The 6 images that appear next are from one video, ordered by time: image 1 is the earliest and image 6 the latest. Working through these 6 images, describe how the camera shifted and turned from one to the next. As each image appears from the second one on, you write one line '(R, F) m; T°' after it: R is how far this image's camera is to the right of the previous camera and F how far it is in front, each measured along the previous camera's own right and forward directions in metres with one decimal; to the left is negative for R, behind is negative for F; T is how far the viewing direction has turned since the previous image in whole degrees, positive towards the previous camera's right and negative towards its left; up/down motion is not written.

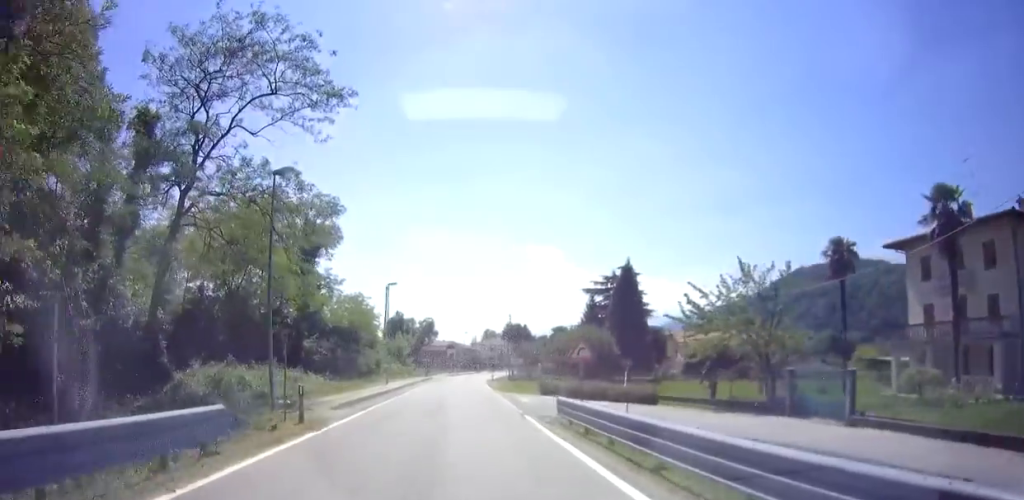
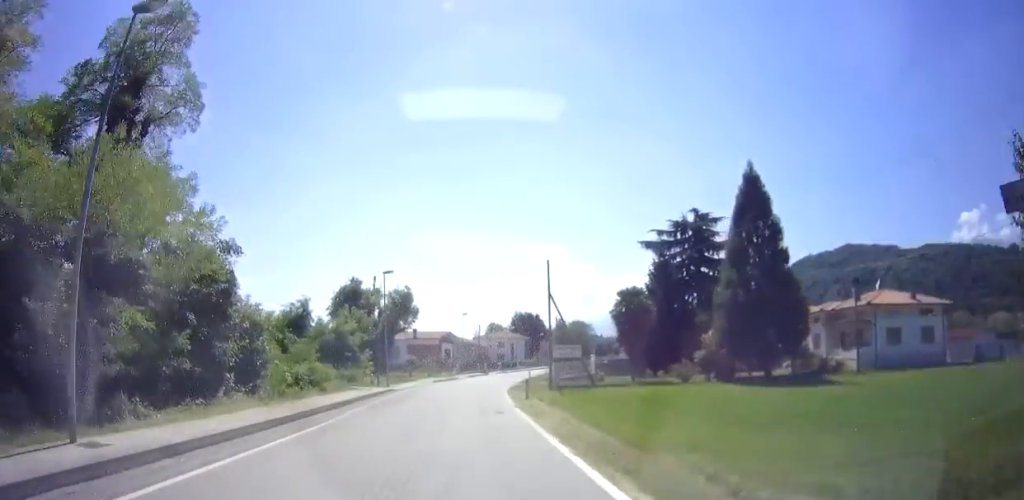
(-1.9, +31.7) m; -4°
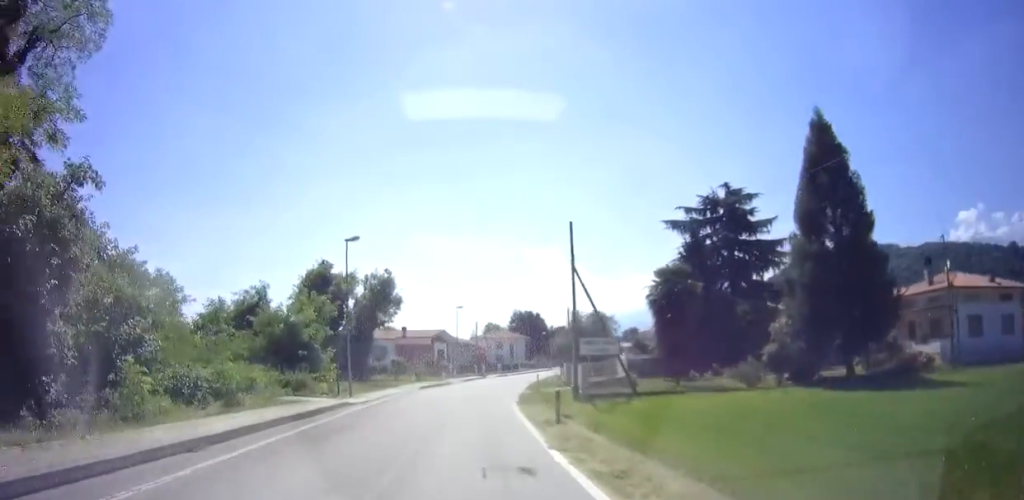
(-0.1, +9.3) m; +1°
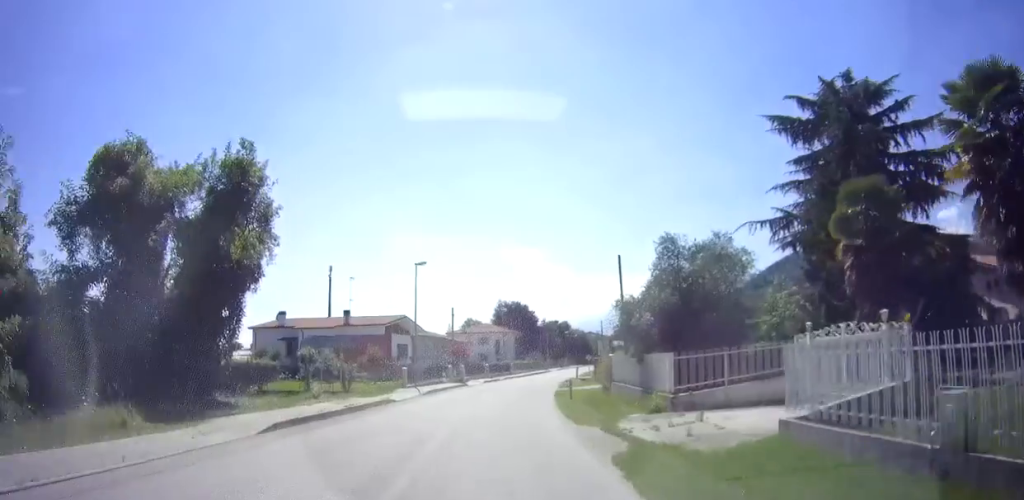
(+0.7, +23.8) m; +2°
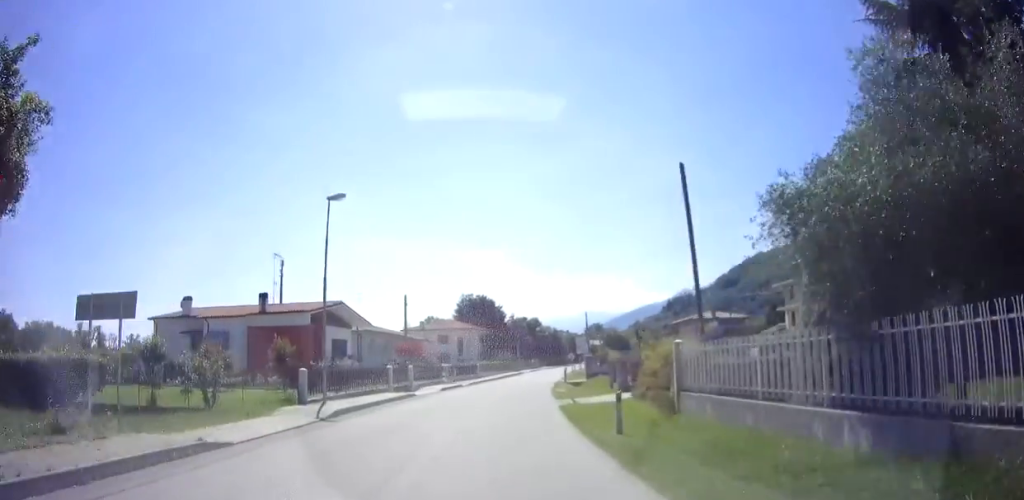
(0.0, +12.6) m; +4°
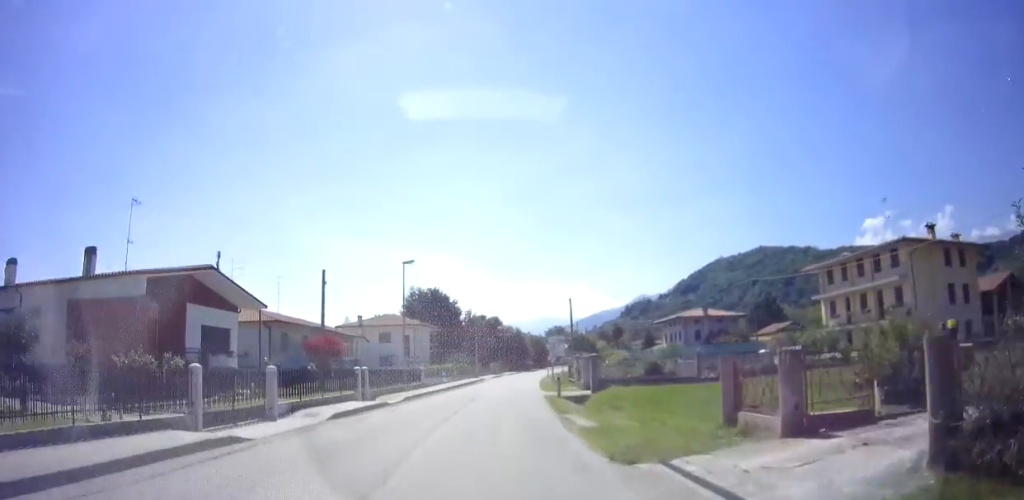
(+1.1, +15.8) m; +5°
